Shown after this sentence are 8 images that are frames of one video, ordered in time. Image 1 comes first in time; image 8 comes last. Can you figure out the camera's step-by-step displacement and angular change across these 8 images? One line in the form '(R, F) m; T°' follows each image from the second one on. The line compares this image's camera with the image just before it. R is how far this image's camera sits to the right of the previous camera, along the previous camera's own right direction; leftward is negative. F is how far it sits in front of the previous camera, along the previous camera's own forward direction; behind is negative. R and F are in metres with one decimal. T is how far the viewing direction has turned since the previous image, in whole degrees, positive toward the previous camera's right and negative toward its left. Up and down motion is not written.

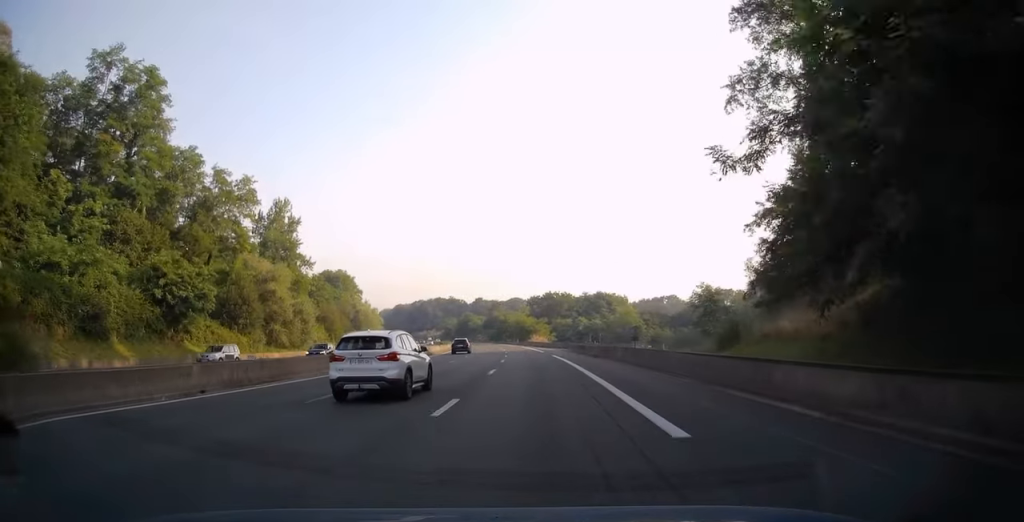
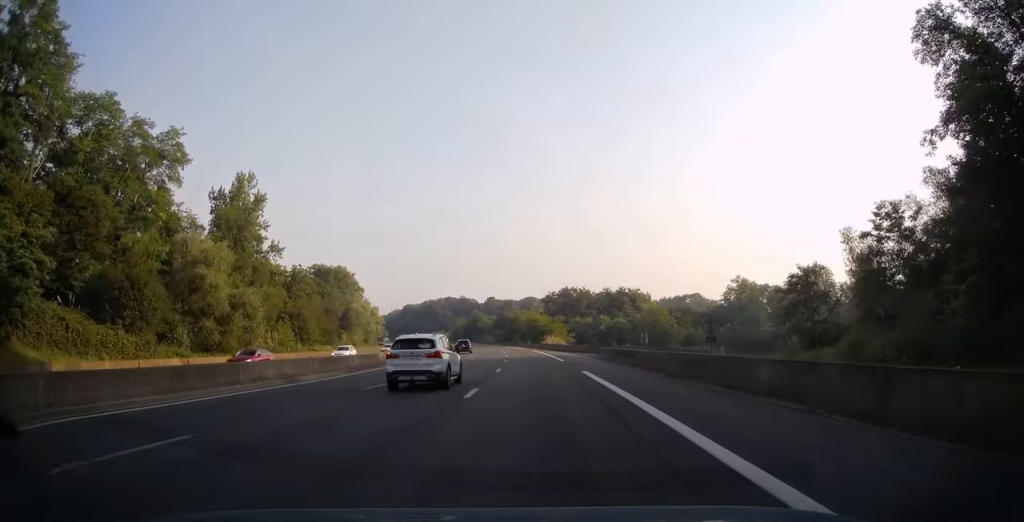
(-0.4, +22.2) m; -2°
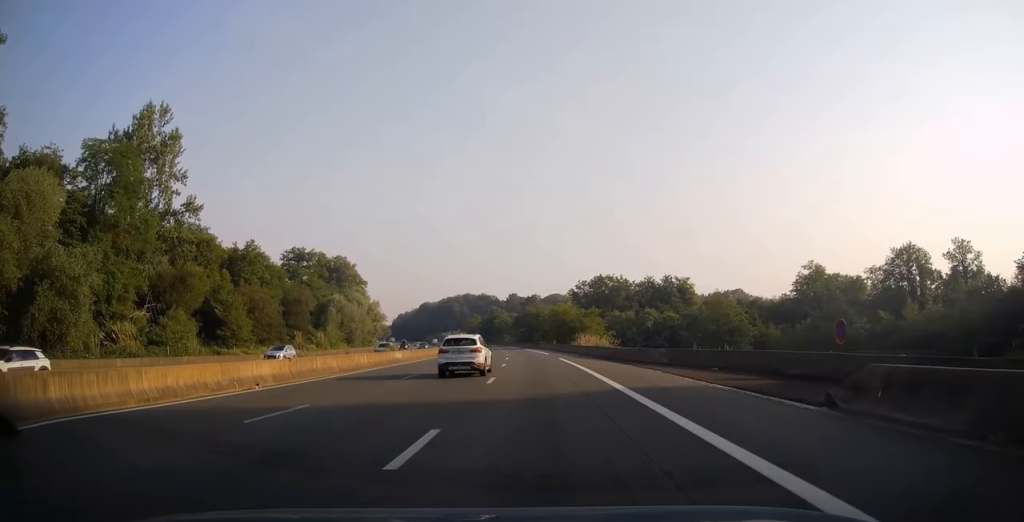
(-0.8, +34.2) m; -3°
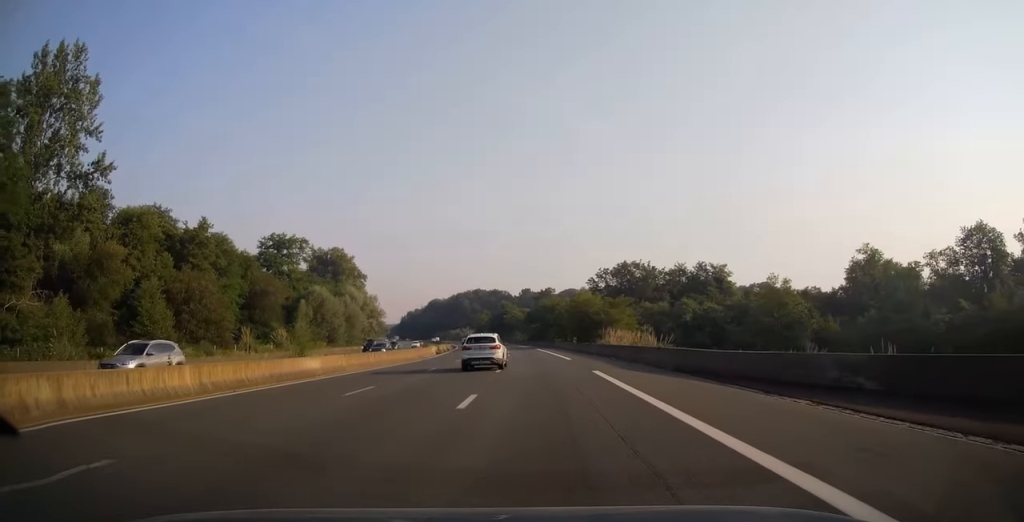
(-0.2, +20.4) m; -1°
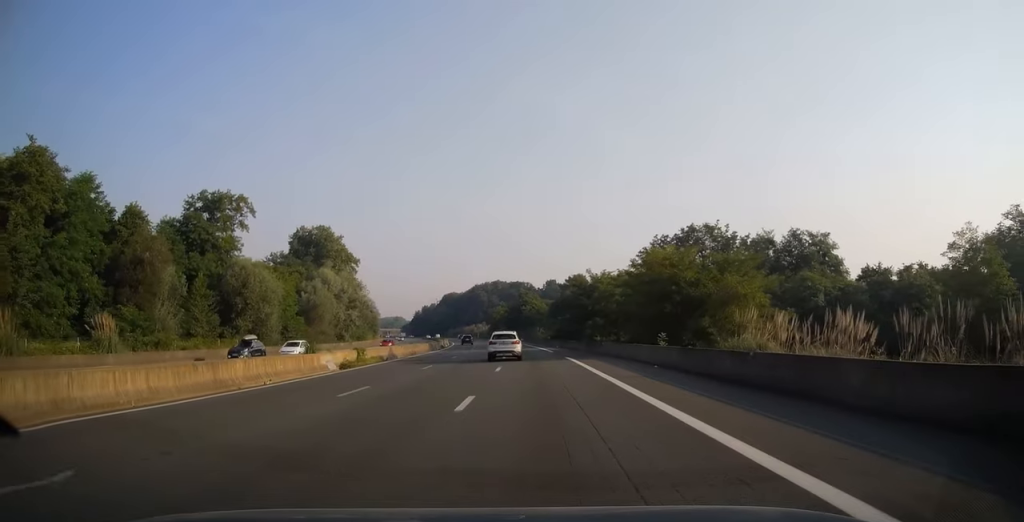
(-1.1, +39.8) m; -3°
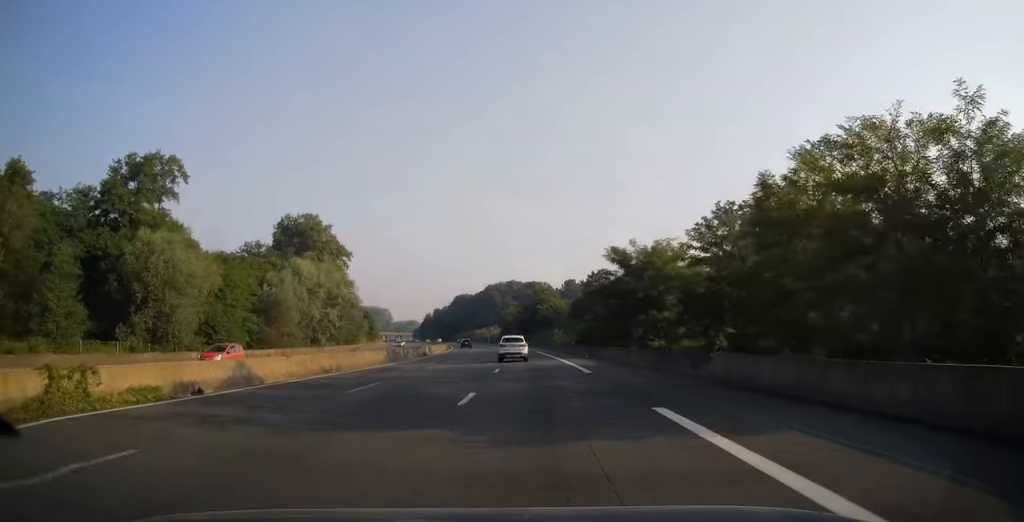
(-0.3, +24.8) m; -2°
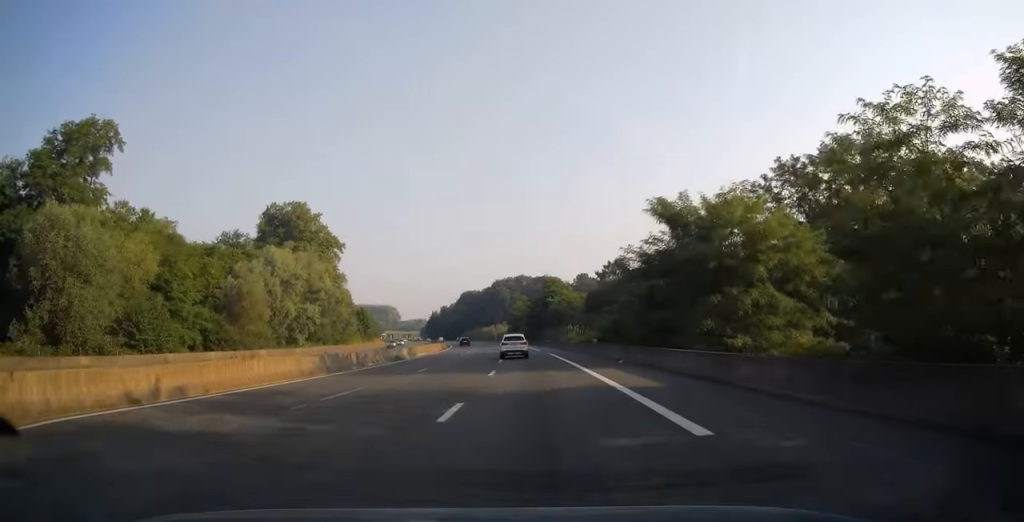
(0.0, +15.3) m; -1°
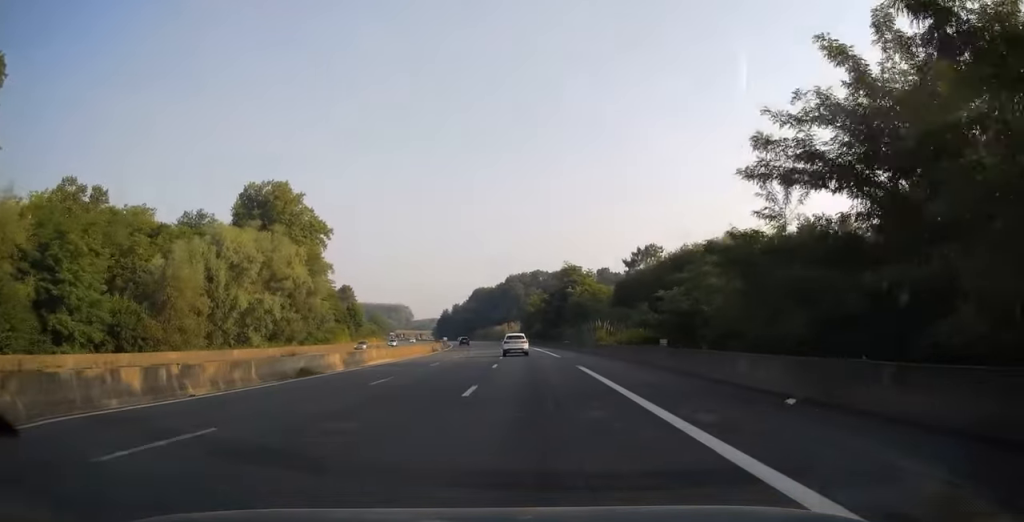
(-0.5, +21.2) m; -1°
